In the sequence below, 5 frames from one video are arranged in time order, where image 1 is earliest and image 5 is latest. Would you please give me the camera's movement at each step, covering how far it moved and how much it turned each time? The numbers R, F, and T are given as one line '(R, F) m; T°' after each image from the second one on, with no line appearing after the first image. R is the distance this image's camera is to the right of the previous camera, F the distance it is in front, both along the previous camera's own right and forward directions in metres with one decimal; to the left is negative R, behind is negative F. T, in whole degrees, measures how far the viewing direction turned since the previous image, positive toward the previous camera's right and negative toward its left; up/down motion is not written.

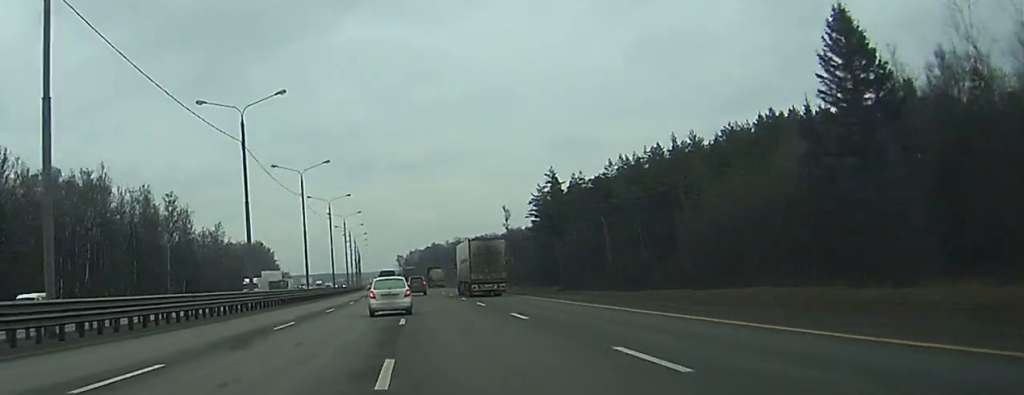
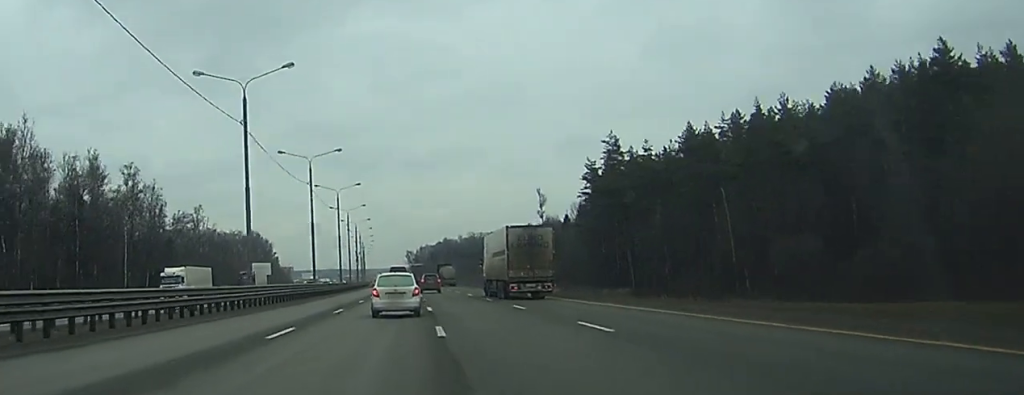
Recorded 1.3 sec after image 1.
(-0.4, +38.6) m; -1°
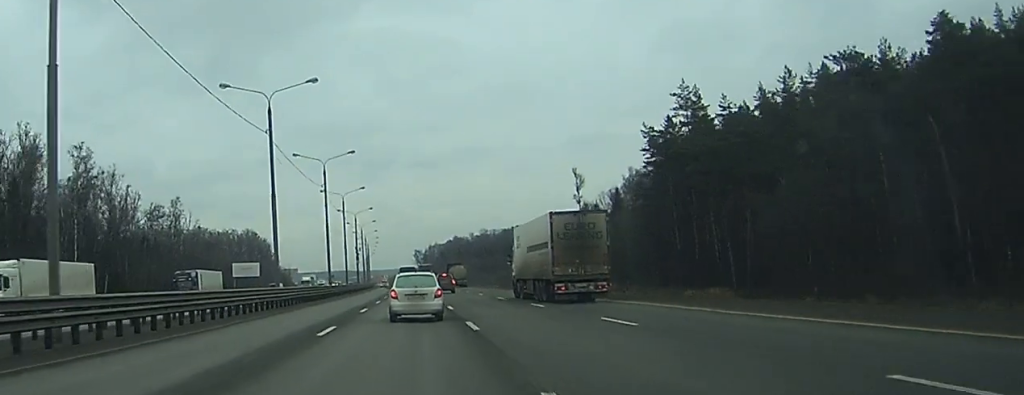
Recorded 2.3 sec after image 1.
(-0.2, +30.3) m; 0°
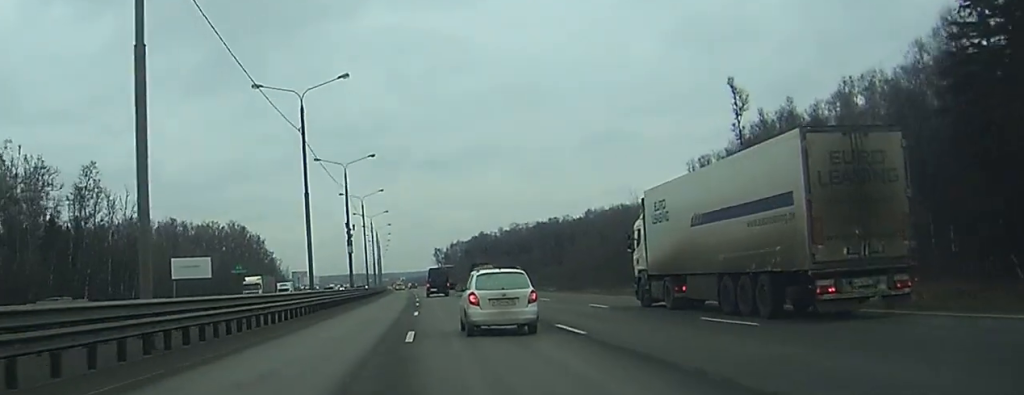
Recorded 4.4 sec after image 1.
(0.0, +65.9) m; +1°
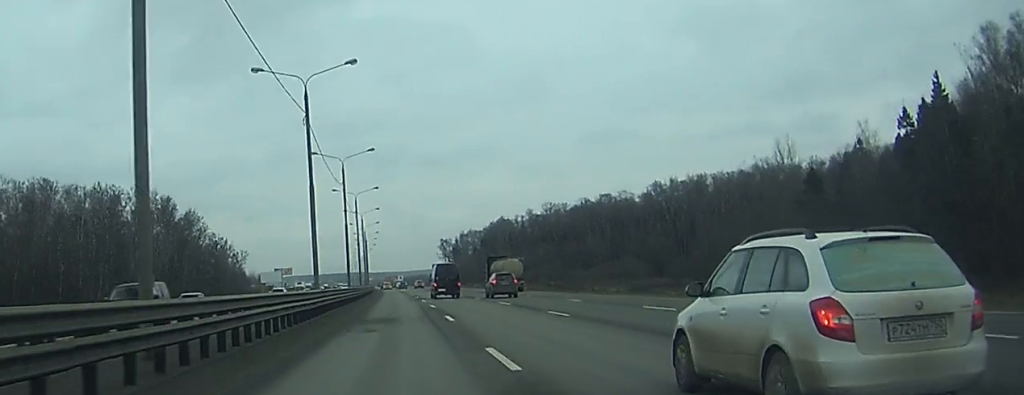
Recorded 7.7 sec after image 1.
(-0.2, +103.0) m; -1°
